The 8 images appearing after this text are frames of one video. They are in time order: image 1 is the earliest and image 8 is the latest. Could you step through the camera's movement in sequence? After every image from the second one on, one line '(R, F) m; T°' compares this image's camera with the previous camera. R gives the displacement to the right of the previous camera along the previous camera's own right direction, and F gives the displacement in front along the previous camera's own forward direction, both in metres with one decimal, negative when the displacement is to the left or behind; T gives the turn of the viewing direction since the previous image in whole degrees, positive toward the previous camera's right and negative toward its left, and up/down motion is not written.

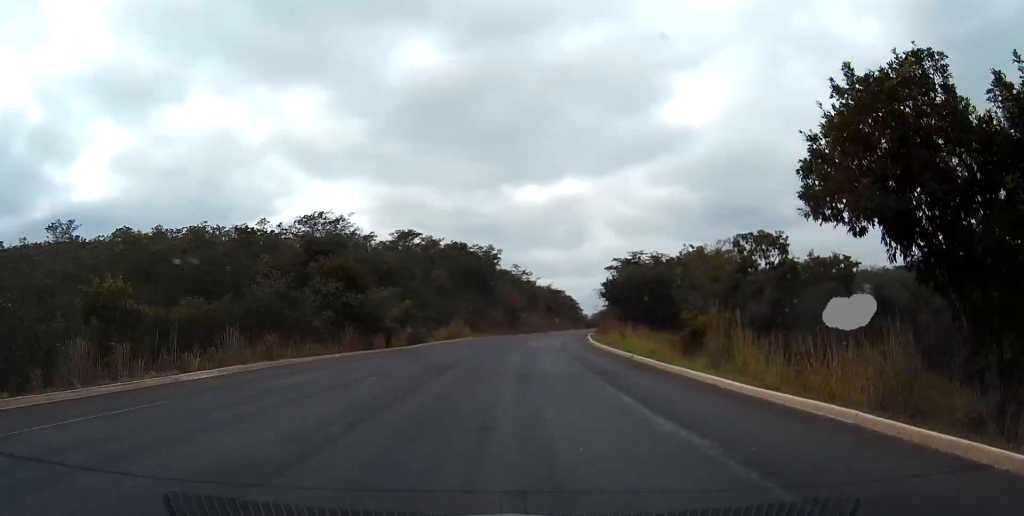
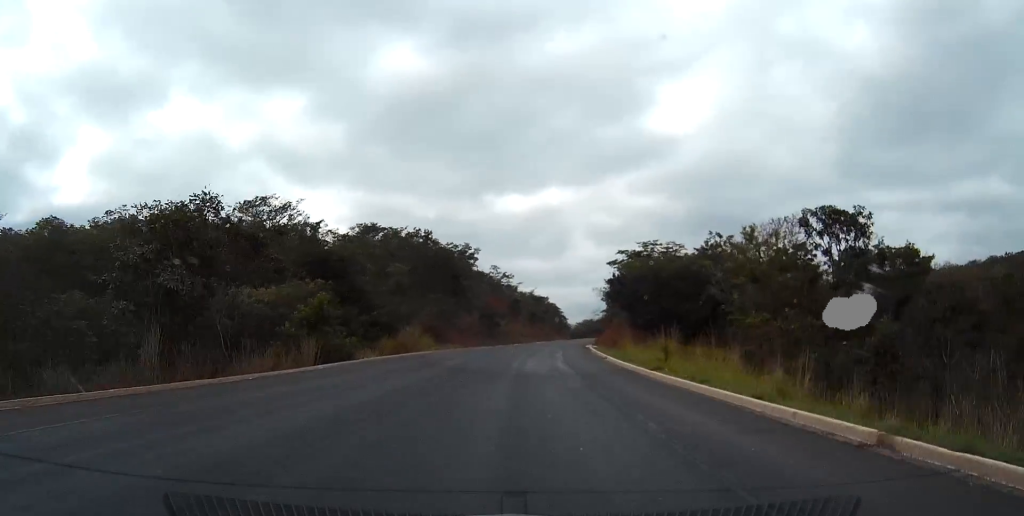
(+0.5, +22.6) m; +2°
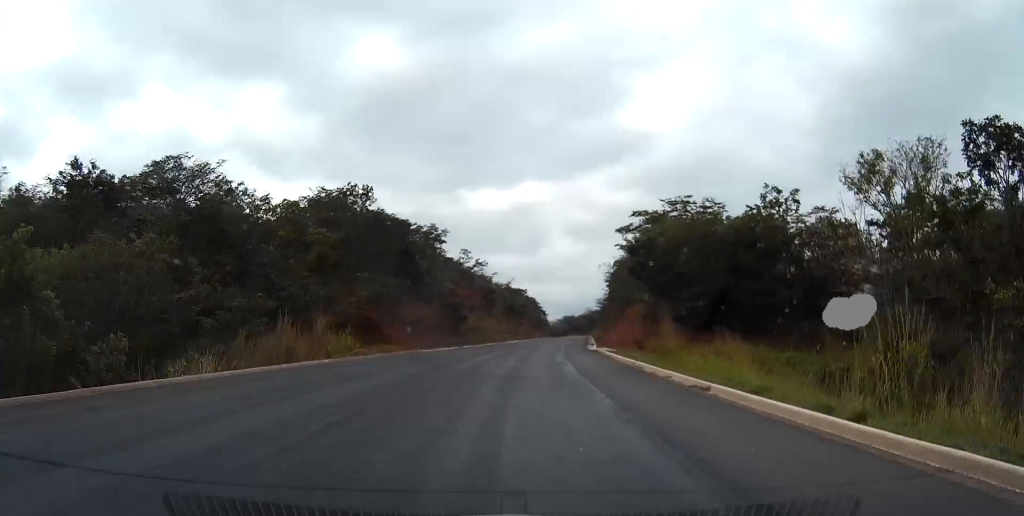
(+0.4, +24.8) m; +2°
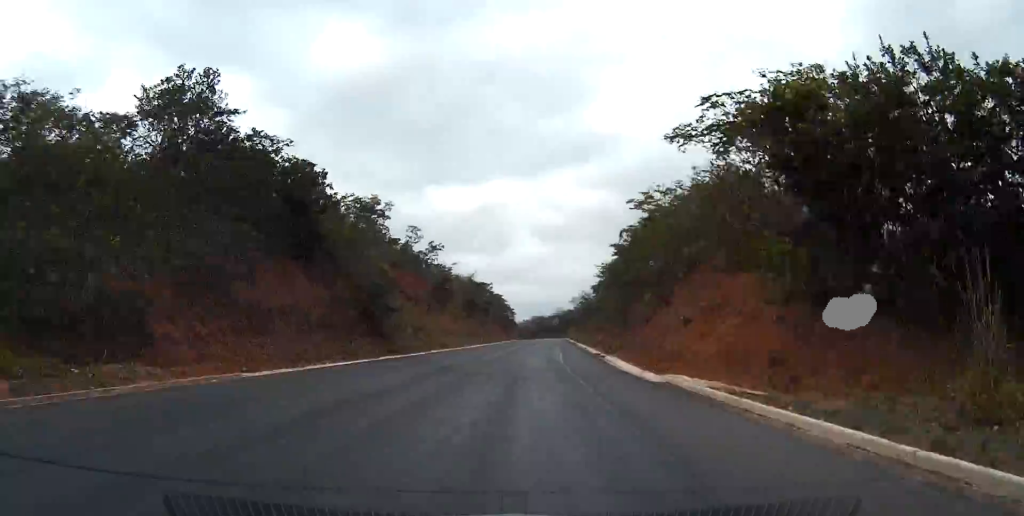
(+0.6, +30.4) m; +2°
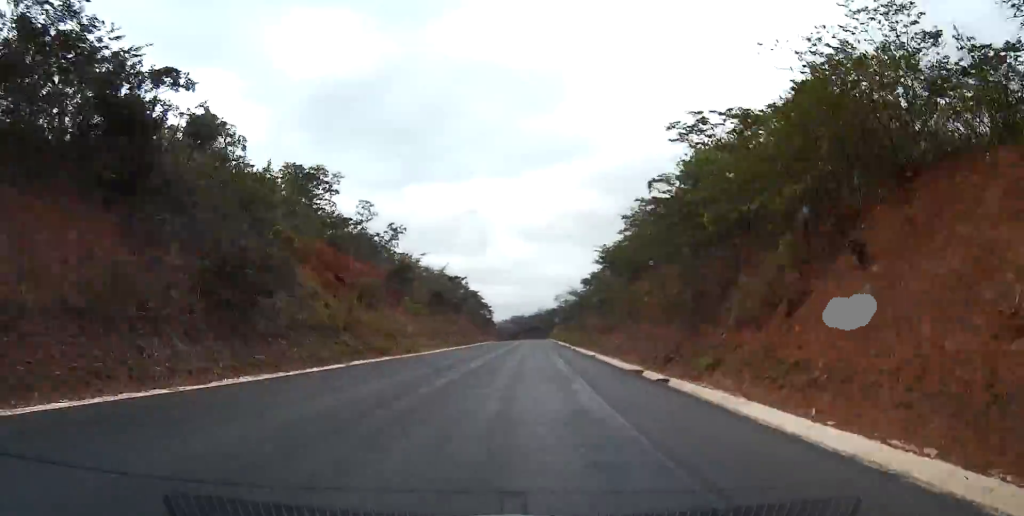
(+0.3, +21.7) m; +1°
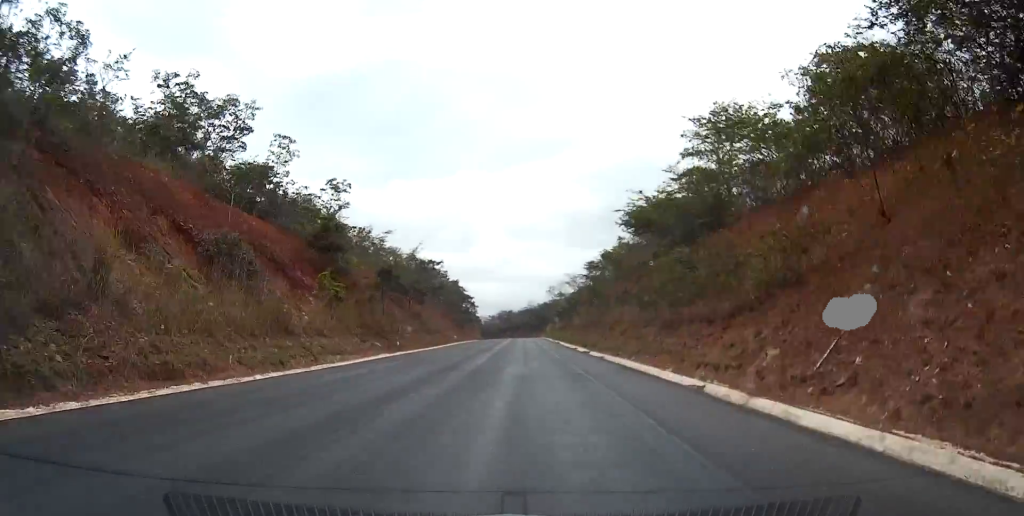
(+0.3, +28.2) m; +1°
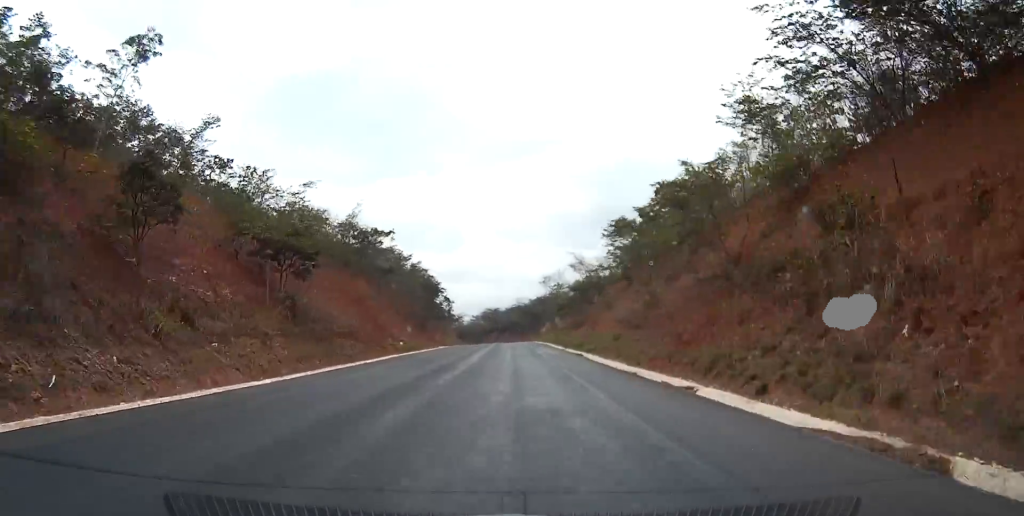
(+0.5, +39.9) m; +1°
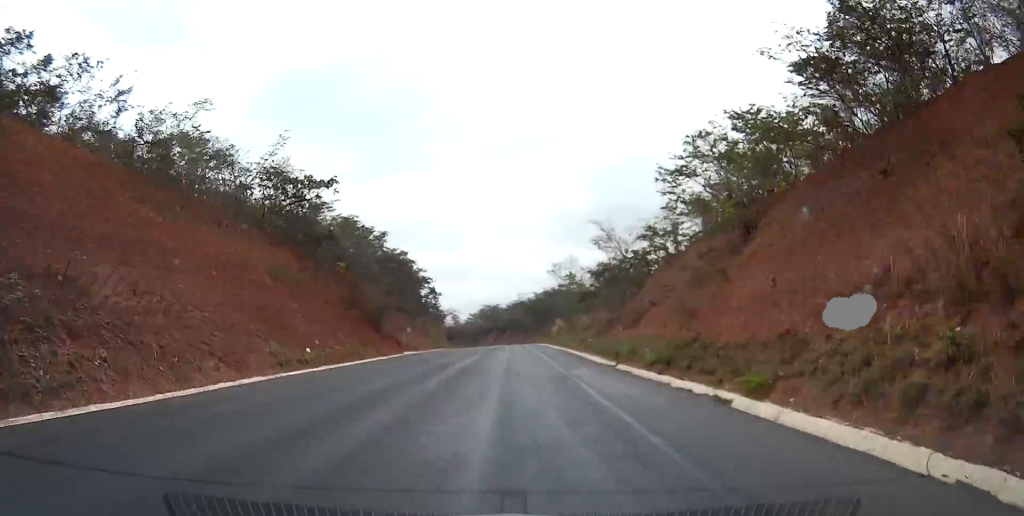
(0.0, +28.8) m; 0°
